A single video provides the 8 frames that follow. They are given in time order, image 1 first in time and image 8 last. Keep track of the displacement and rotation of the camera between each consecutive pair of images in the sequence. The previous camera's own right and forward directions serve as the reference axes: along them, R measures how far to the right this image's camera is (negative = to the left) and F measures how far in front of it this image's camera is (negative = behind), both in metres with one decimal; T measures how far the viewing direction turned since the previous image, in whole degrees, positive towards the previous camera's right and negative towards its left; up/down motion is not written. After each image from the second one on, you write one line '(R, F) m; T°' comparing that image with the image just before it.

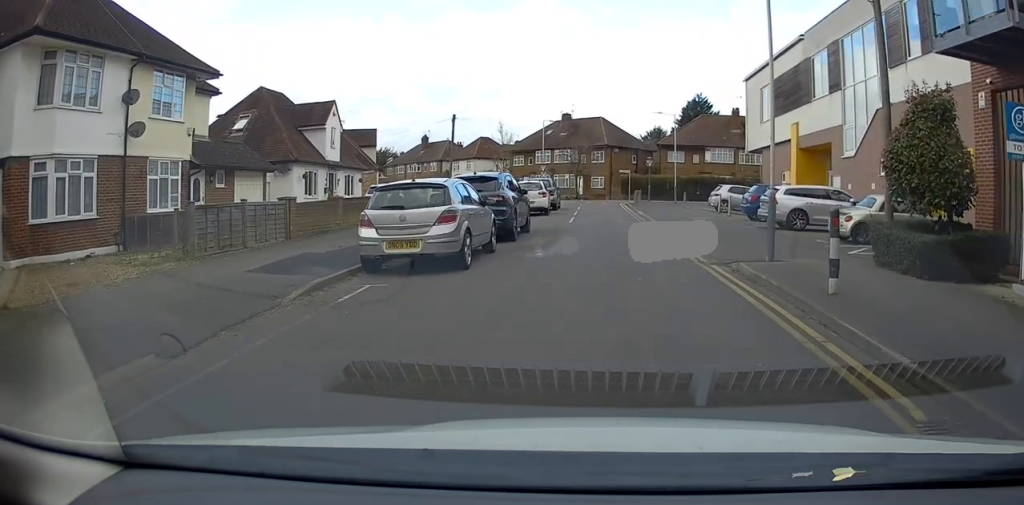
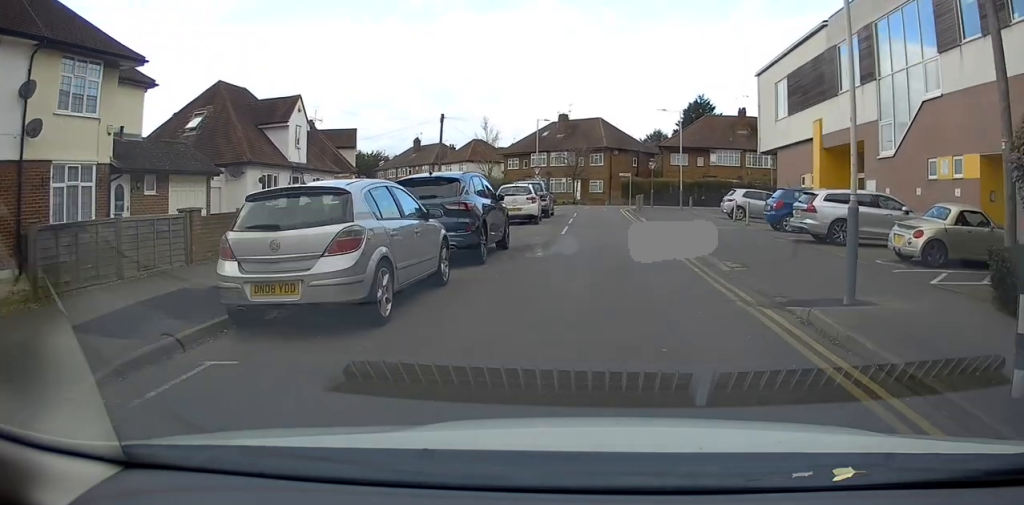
(0.0, +4.1) m; +1°
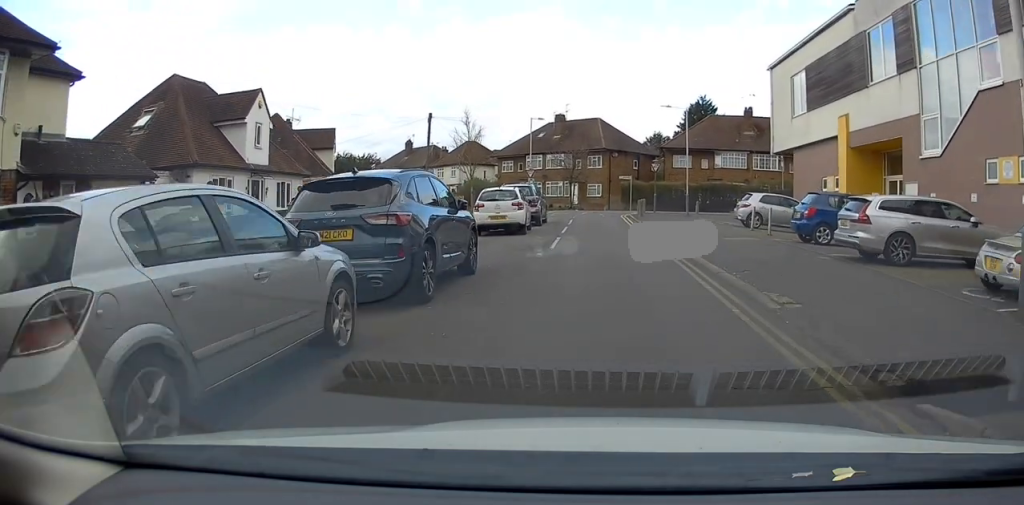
(+0.1, +3.7) m; 0°
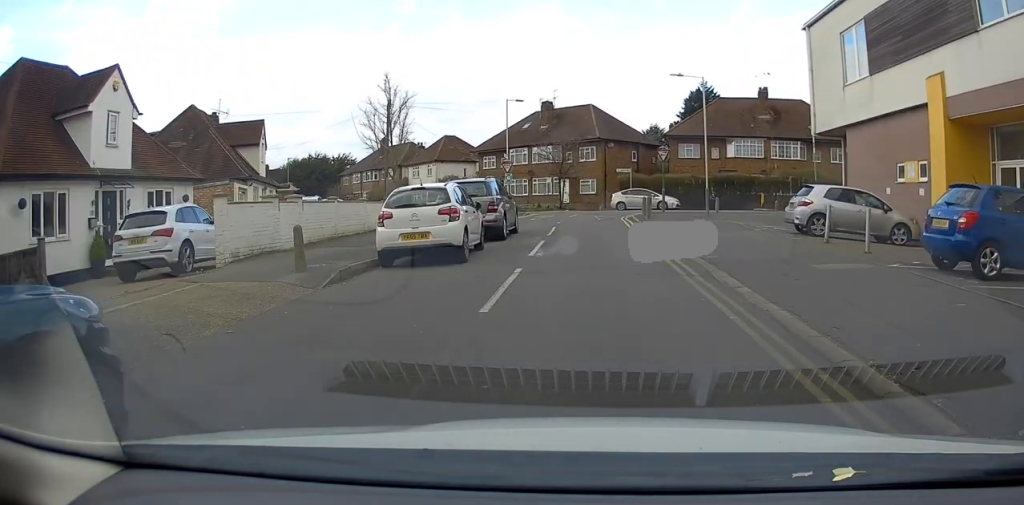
(0.0, +9.1) m; -1°
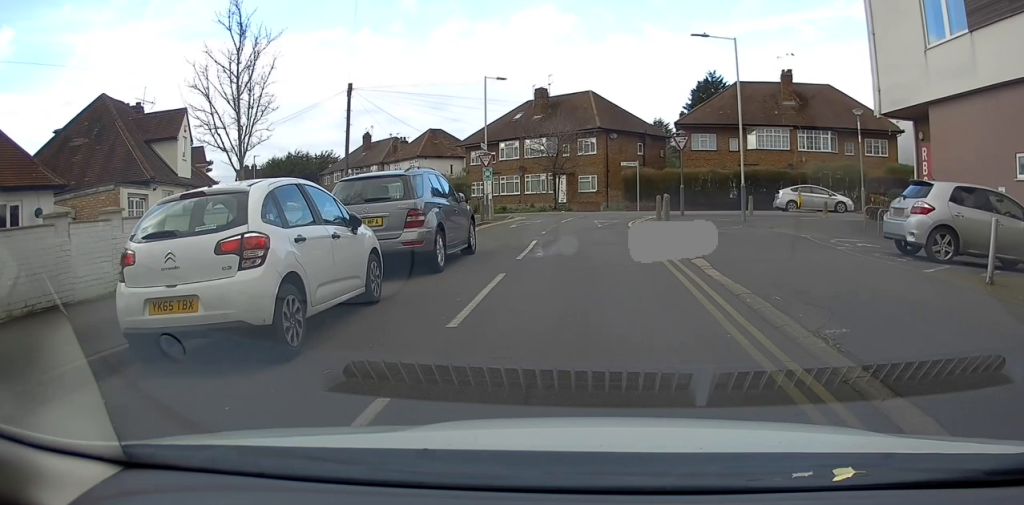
(0.0, +7.4) m; +1°
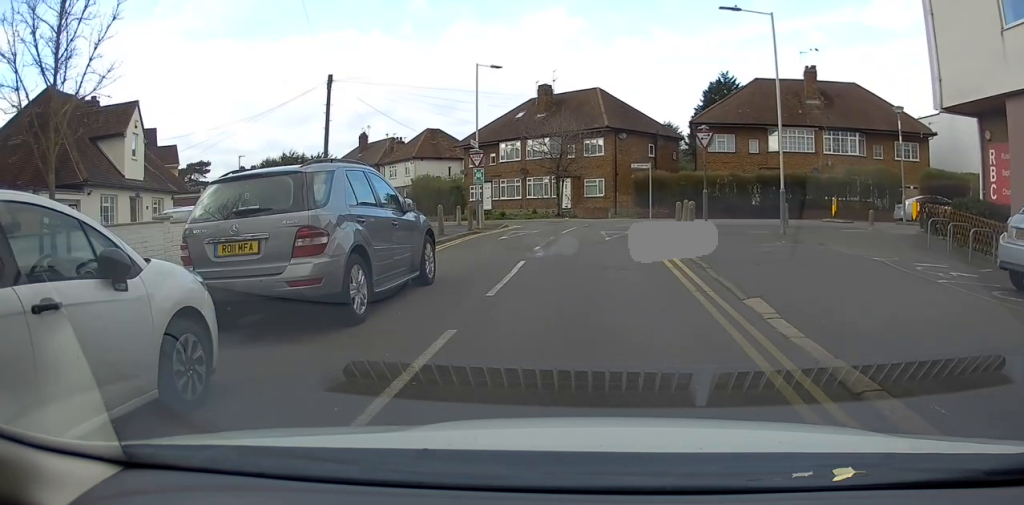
(+0.1, +4.2) m; +1°
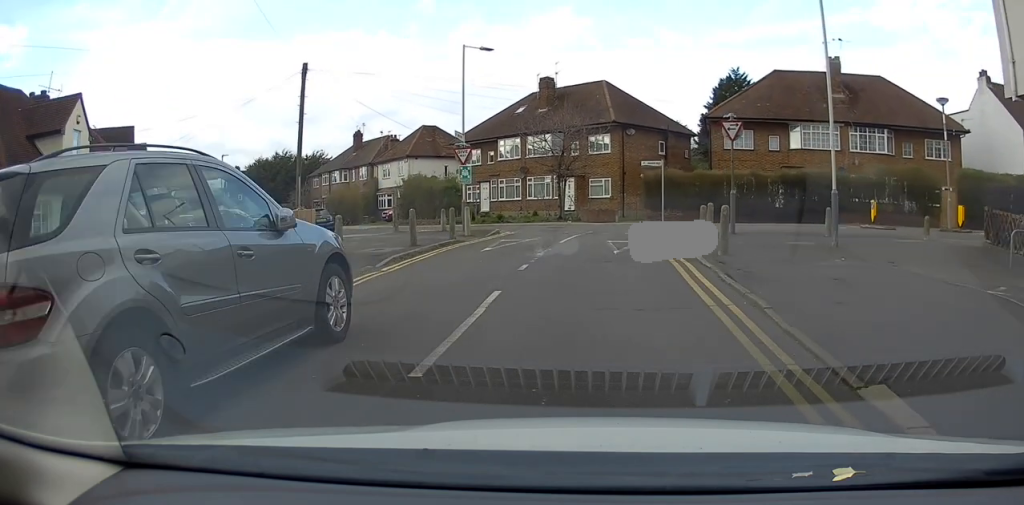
(-0.1, +3.9) m; -3°
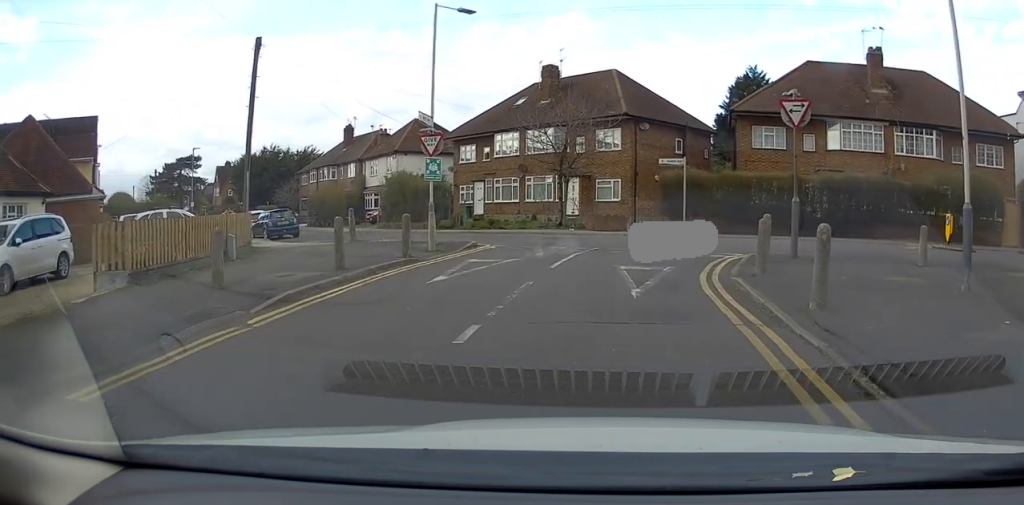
(-0.2, +5.8) m; +1°
